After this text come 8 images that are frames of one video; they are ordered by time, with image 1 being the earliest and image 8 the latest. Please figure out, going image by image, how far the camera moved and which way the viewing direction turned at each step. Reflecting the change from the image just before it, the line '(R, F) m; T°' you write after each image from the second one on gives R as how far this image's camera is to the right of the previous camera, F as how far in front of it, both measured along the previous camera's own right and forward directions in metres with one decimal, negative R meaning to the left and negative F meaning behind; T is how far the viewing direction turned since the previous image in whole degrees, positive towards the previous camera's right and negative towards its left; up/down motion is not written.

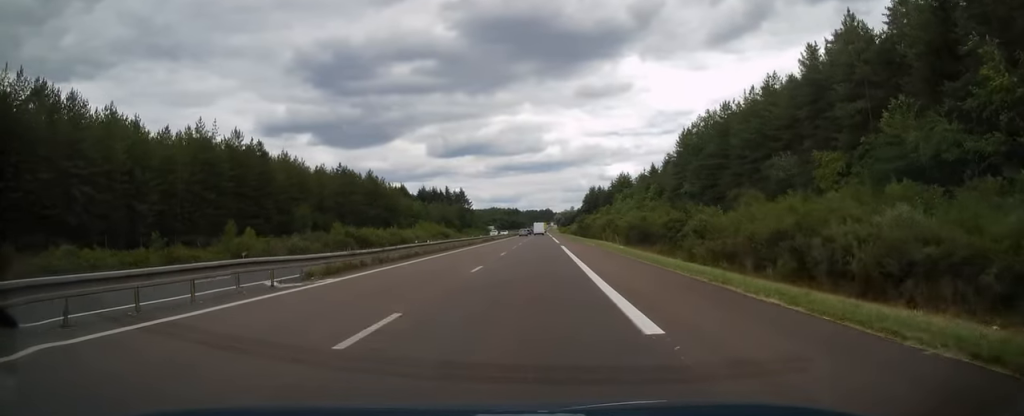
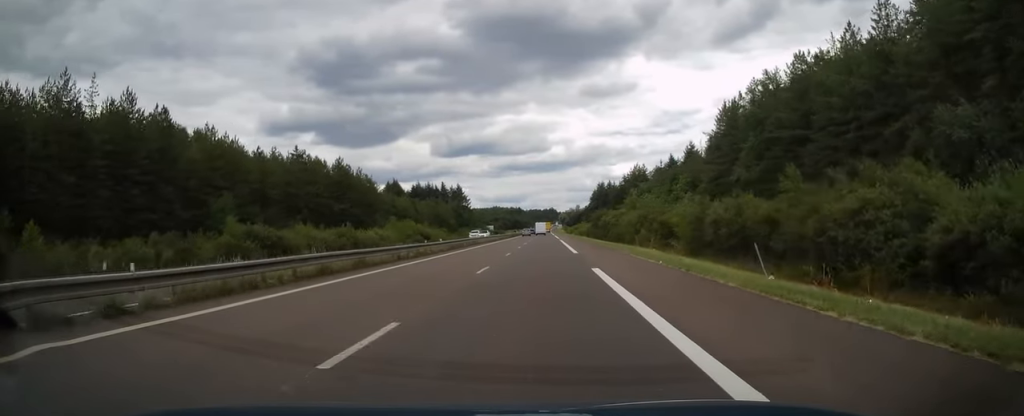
(-0.3, +26.9) m; 0°
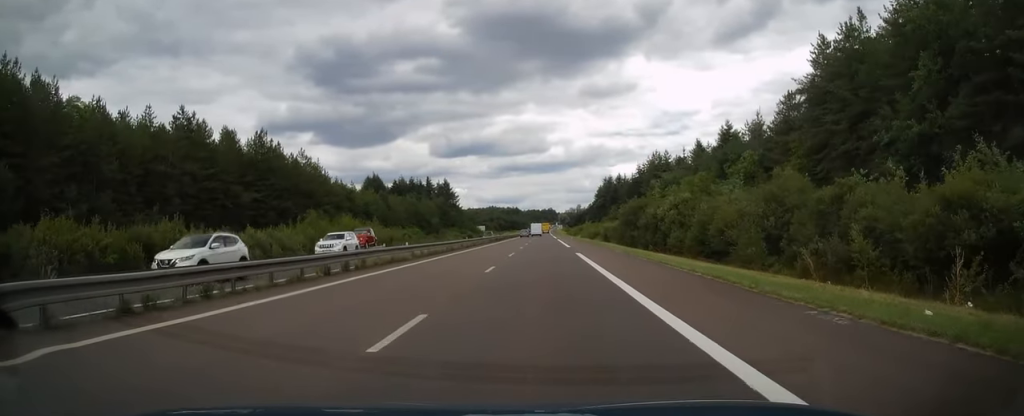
(+0.2, +37.7) m; 0°
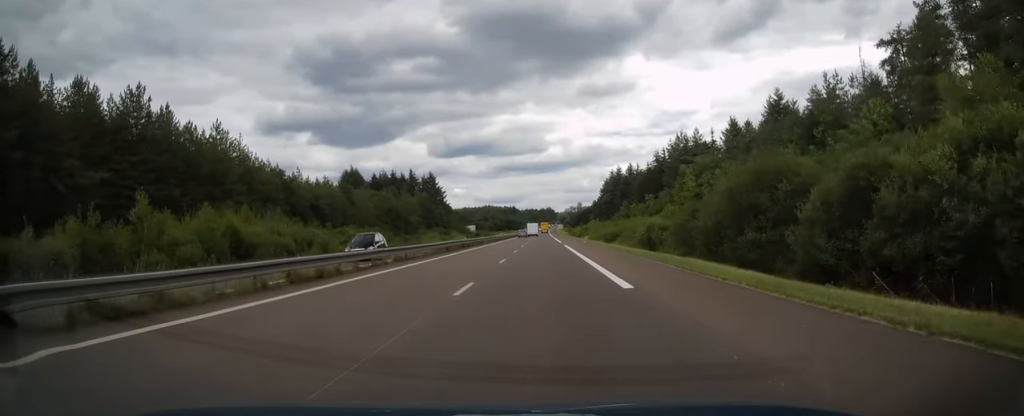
(-0.1, +32.9) m; 0°
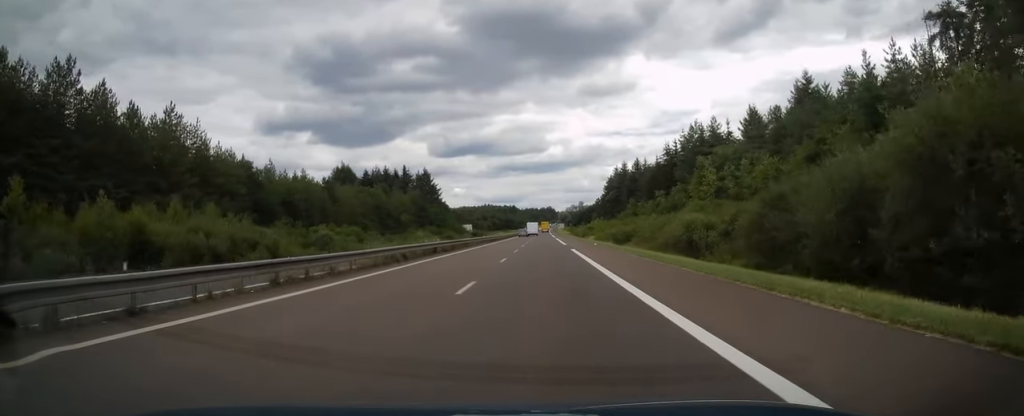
(-0.1, +12.7) m; 0°
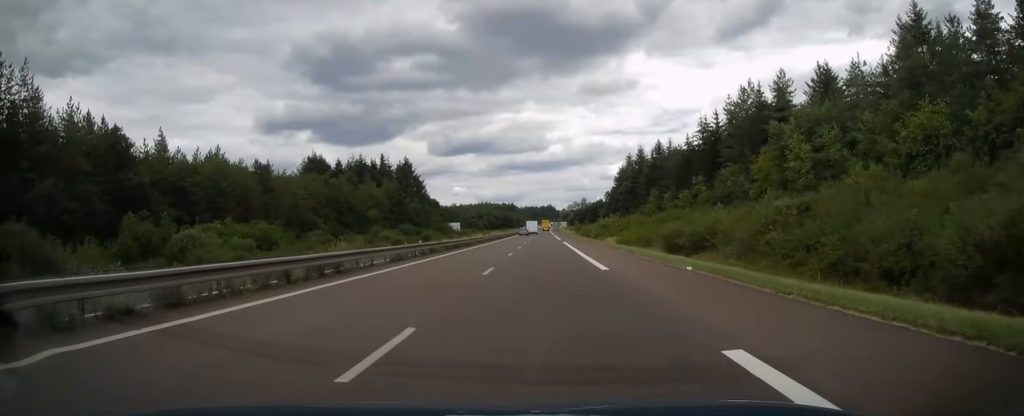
(+0.2, +33.3) m; +1°
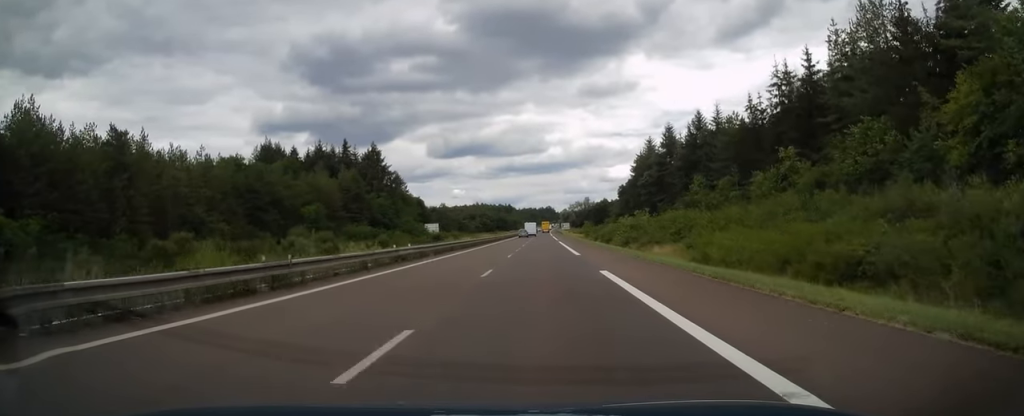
(+0.1, +38.7) m; 0°
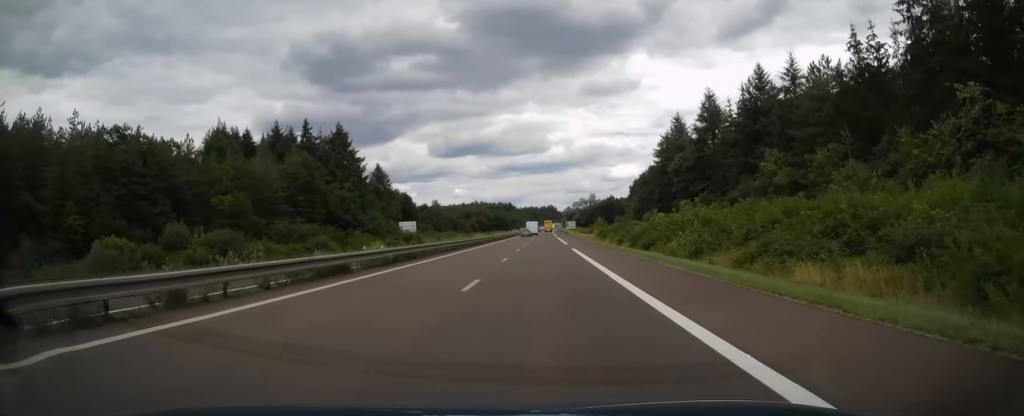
(-0.1, +30.4) m; 0°
